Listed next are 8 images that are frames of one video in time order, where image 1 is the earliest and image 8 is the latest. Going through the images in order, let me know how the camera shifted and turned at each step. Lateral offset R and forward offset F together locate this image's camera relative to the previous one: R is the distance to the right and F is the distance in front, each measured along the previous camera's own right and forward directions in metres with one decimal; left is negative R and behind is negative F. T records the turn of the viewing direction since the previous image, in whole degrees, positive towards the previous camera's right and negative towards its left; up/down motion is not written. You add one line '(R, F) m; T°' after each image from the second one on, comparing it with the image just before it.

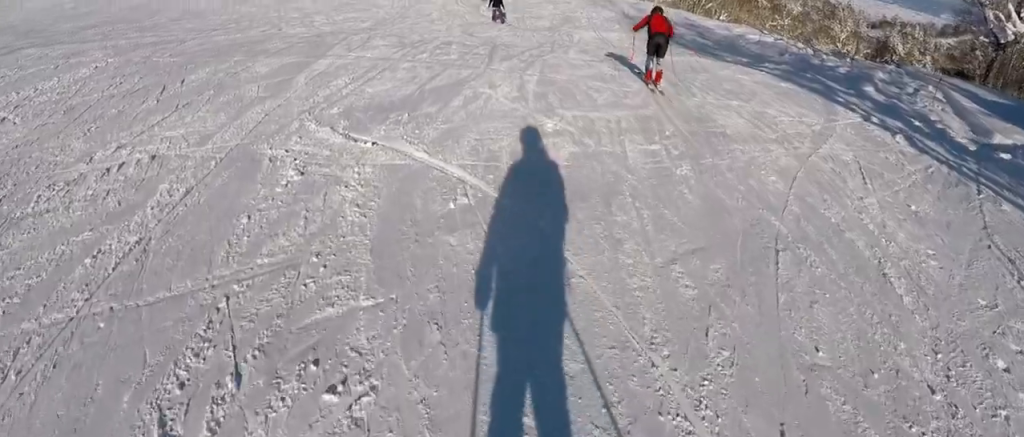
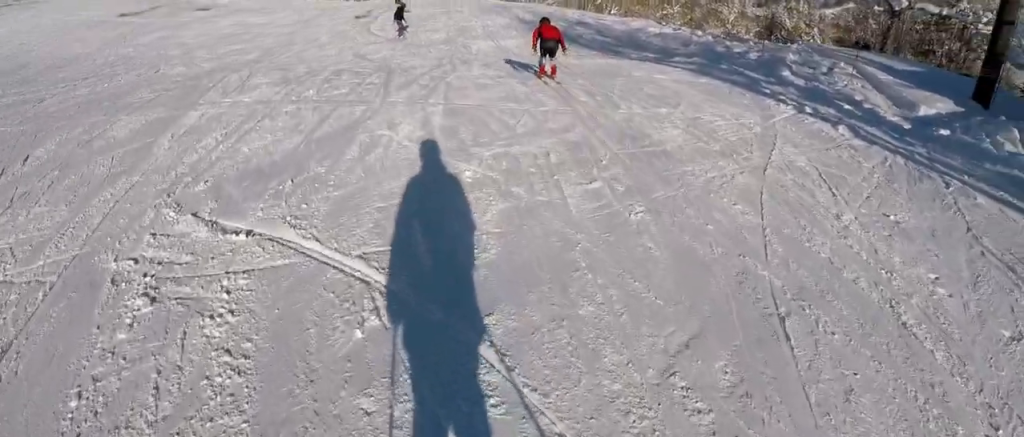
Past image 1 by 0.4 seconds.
(-0.2, +1.4) m; 0°
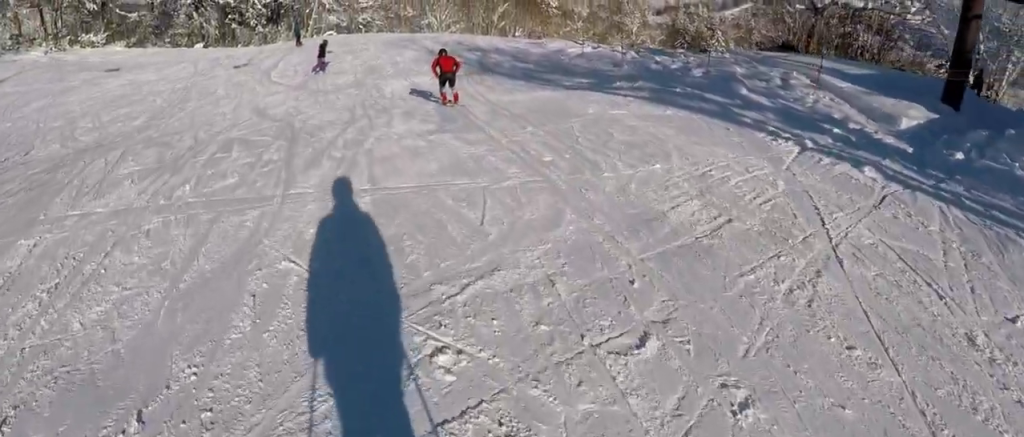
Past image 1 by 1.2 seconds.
(+0.7, +2.8) m; 0°
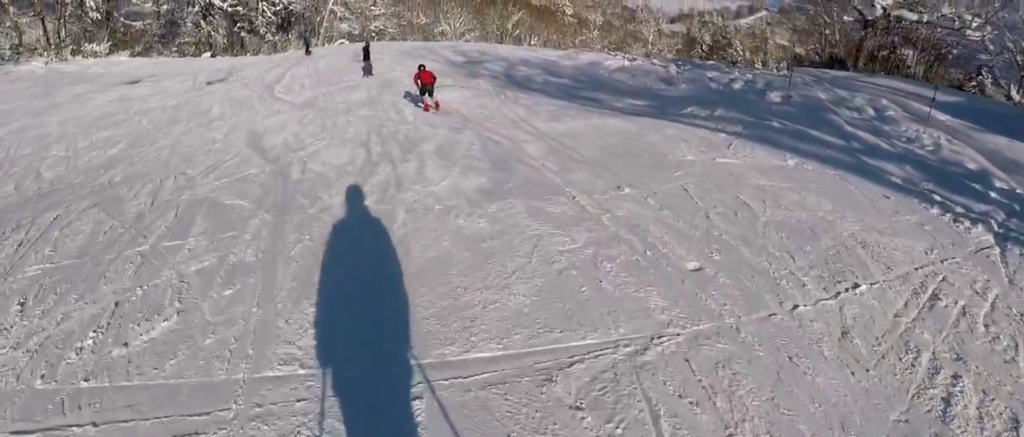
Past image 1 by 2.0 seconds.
(-0.6, +3.3) m; -5°
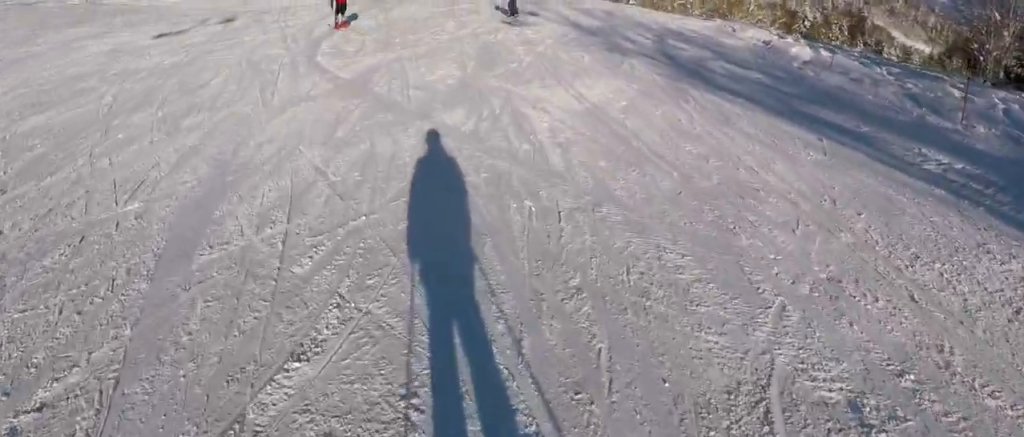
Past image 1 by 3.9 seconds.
(-0.2, +8.9) m; -2°
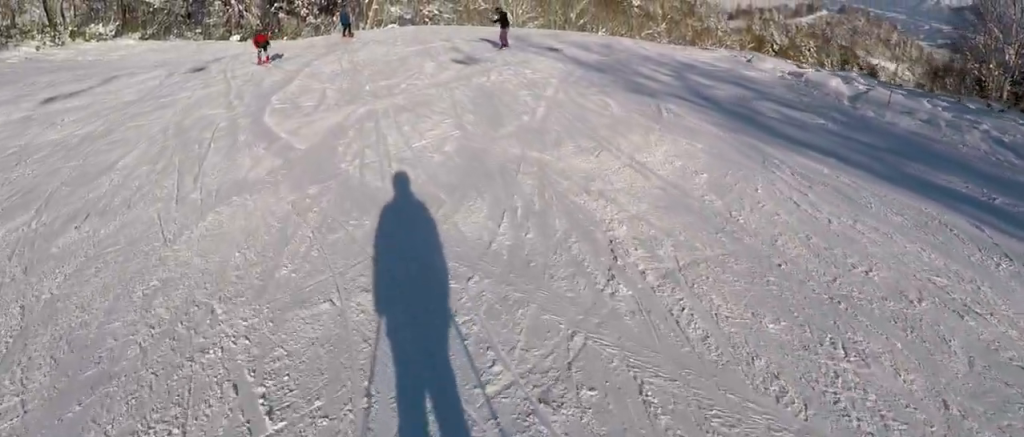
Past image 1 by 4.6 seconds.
(0.0, +3.4) m; -1°
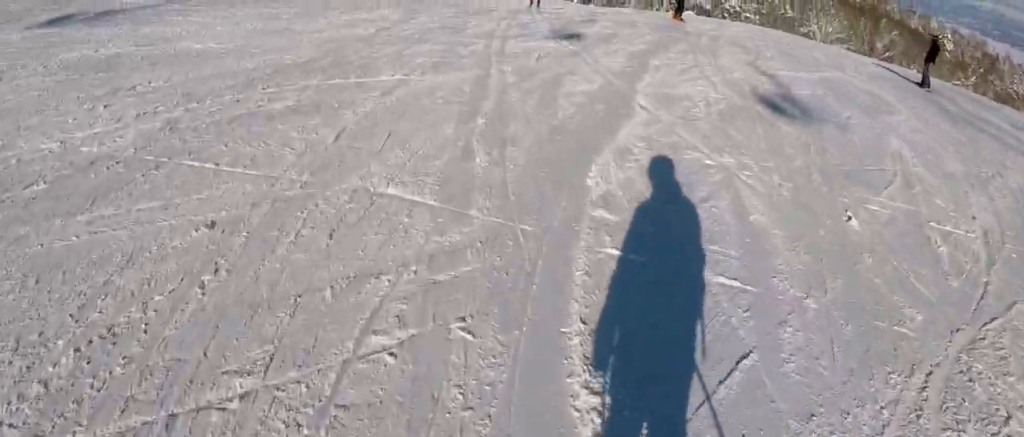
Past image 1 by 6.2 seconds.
(-0.6, +8.6) m; -24°
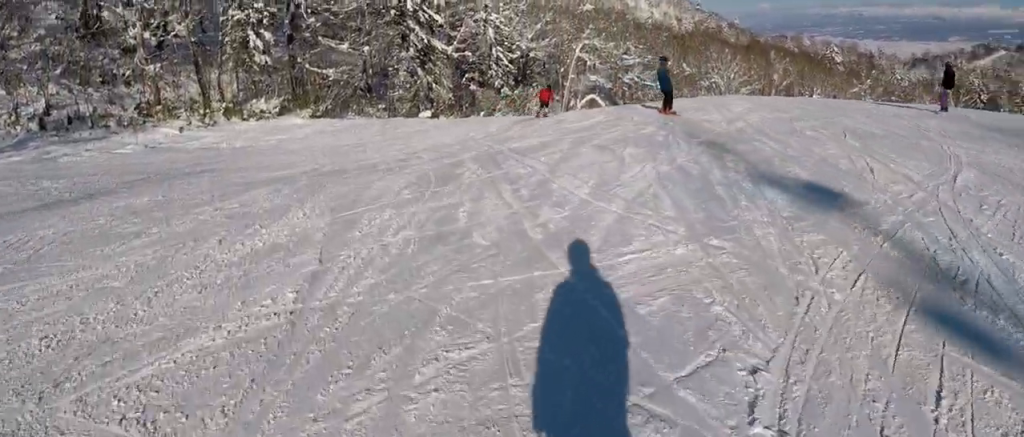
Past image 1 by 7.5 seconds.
(-1.1, +6.2) m; +3°
